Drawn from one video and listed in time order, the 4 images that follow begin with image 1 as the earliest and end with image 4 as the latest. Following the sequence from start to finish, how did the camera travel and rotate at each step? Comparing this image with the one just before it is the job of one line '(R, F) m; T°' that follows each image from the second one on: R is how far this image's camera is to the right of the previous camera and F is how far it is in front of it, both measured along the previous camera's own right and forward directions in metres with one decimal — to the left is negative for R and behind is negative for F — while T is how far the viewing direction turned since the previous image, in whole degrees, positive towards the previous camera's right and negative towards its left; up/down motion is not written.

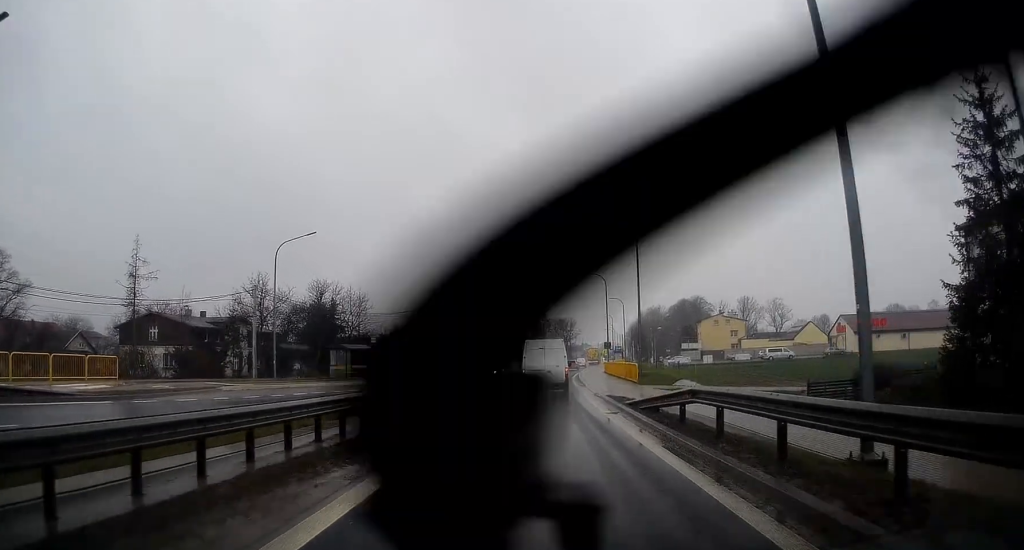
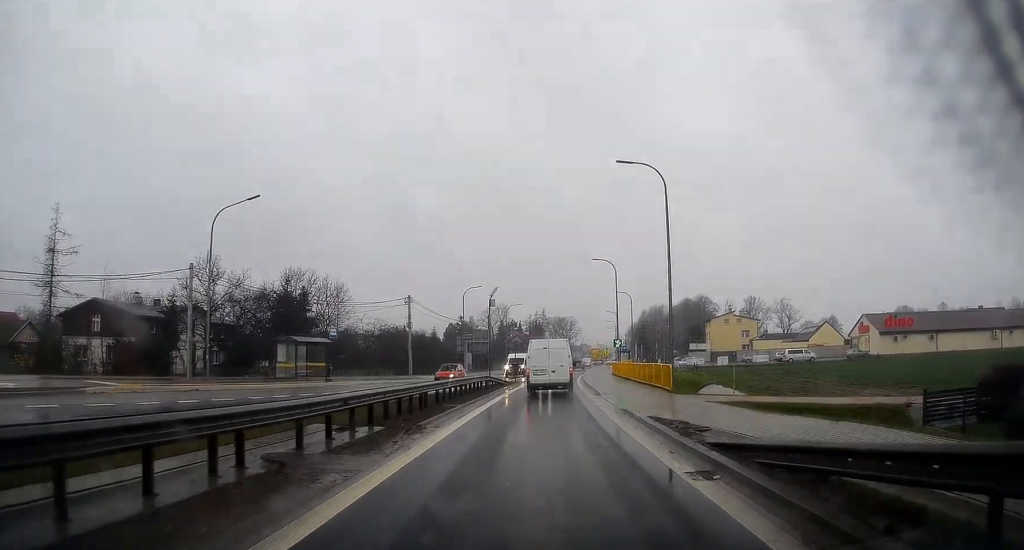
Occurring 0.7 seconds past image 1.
(0.0, +9.5) m; 0°
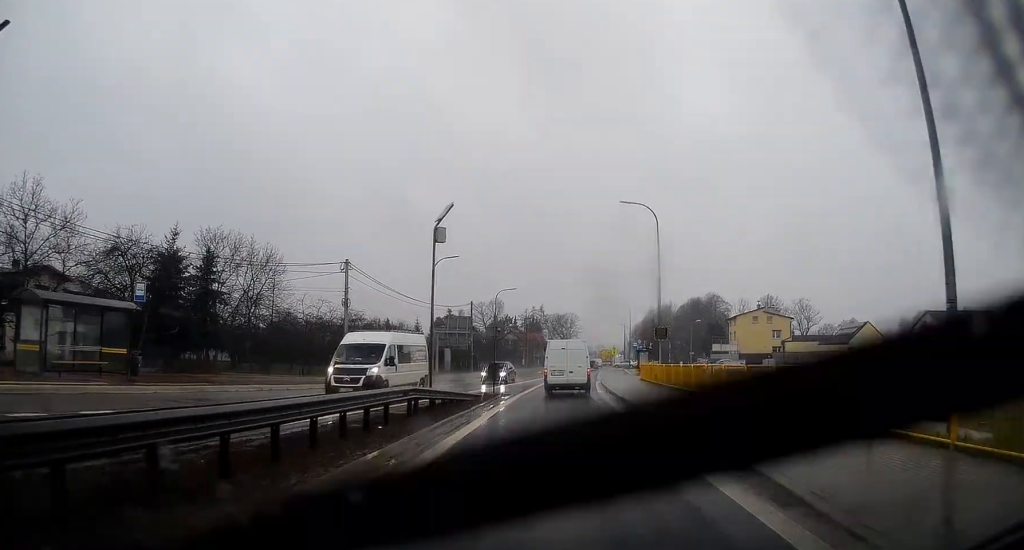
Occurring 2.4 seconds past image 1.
(+0.1, +20.9) m; +1°
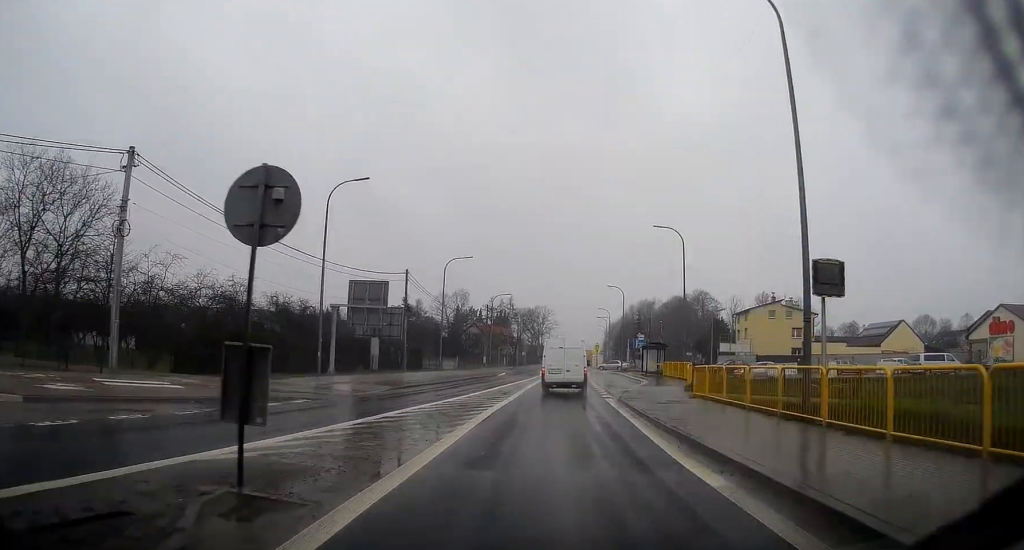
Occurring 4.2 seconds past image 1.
(+0.7, +22.8) m; +2°
